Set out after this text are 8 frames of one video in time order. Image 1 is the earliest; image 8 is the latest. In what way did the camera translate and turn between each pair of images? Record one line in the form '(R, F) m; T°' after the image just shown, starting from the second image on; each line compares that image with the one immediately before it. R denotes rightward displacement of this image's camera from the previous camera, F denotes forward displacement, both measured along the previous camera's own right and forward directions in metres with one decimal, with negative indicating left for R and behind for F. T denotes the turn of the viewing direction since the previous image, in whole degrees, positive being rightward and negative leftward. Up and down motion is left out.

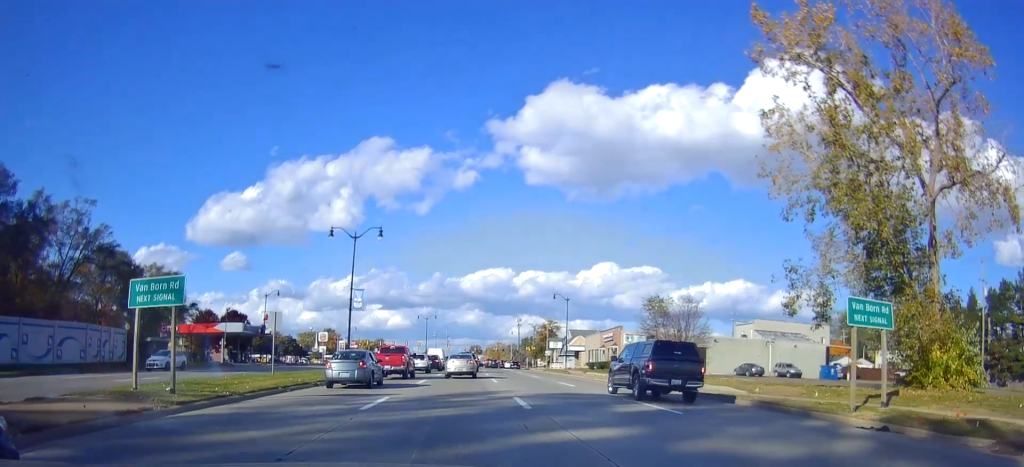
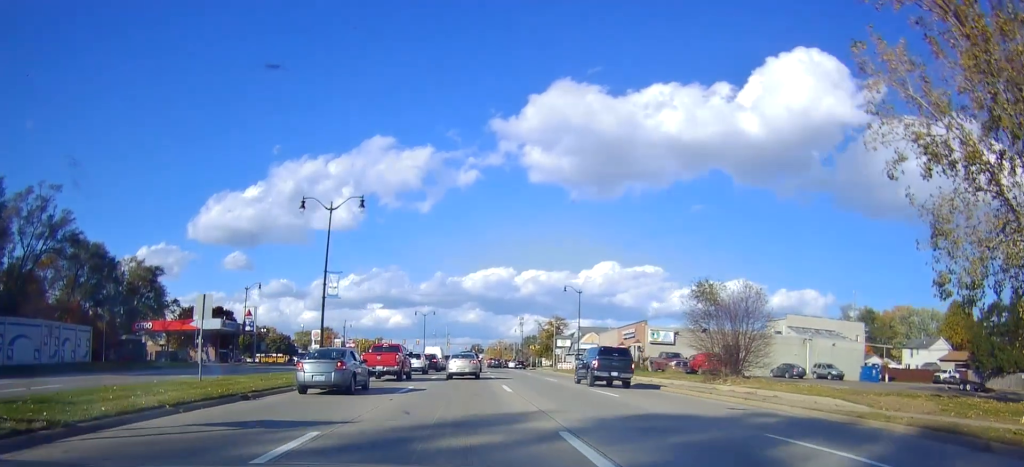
(-0.9, +8.4) m; -6°
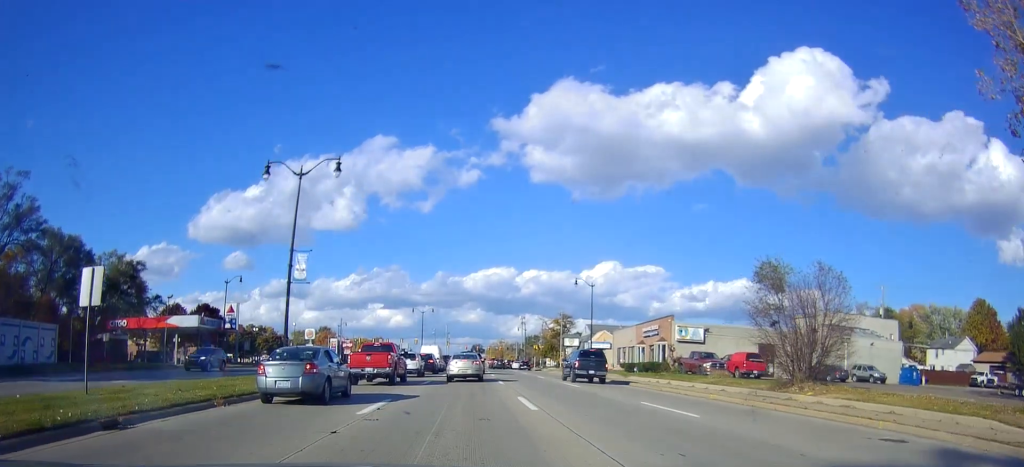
(0.0, +7.3) m; +4°
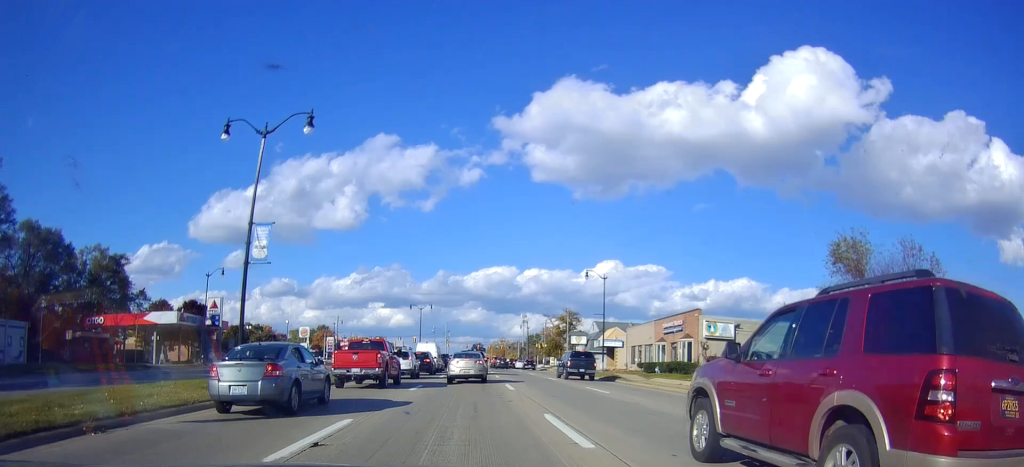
(+0.4, +5.9) m; +4°
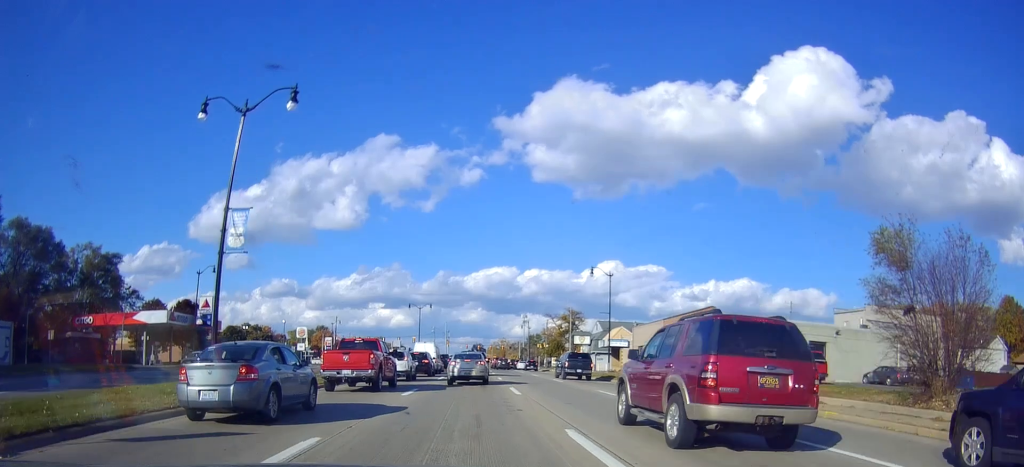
(+0.3, +2.7) m; 0°
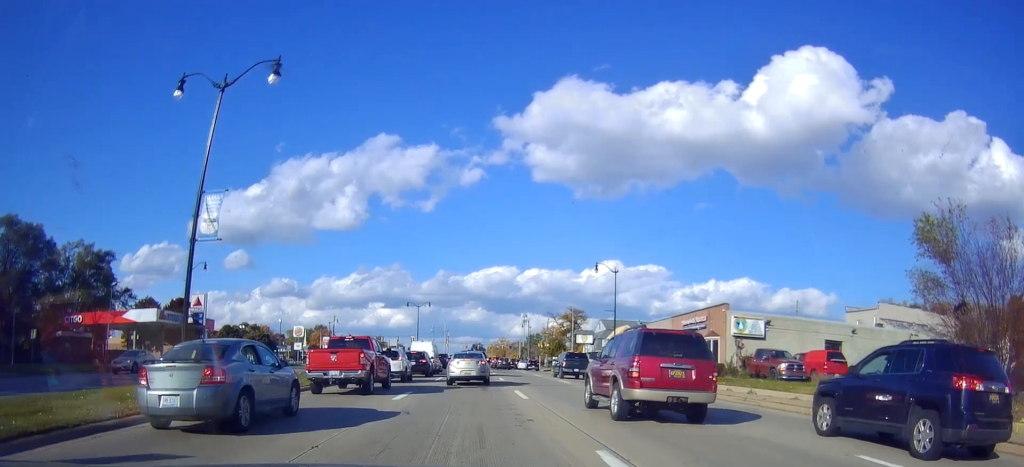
(-0.3, +2.3) m; -4°
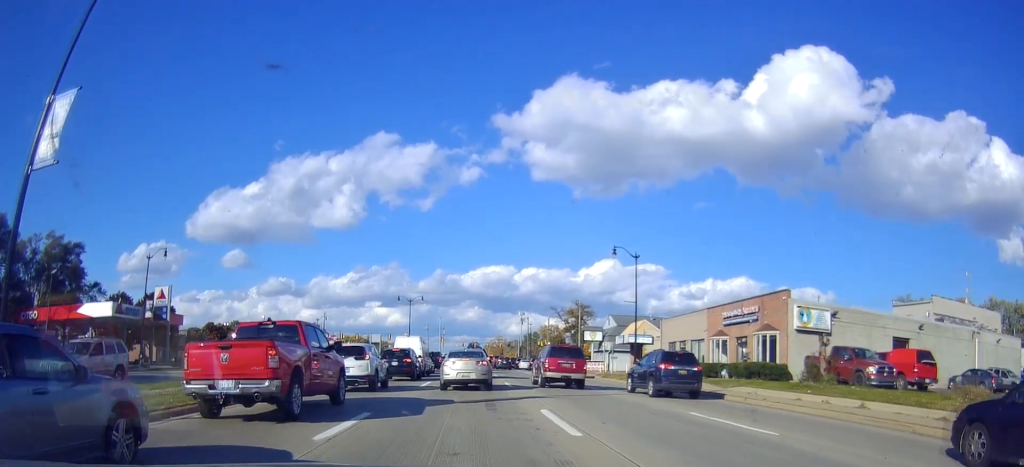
(-0.6, +8.5) m; -4°
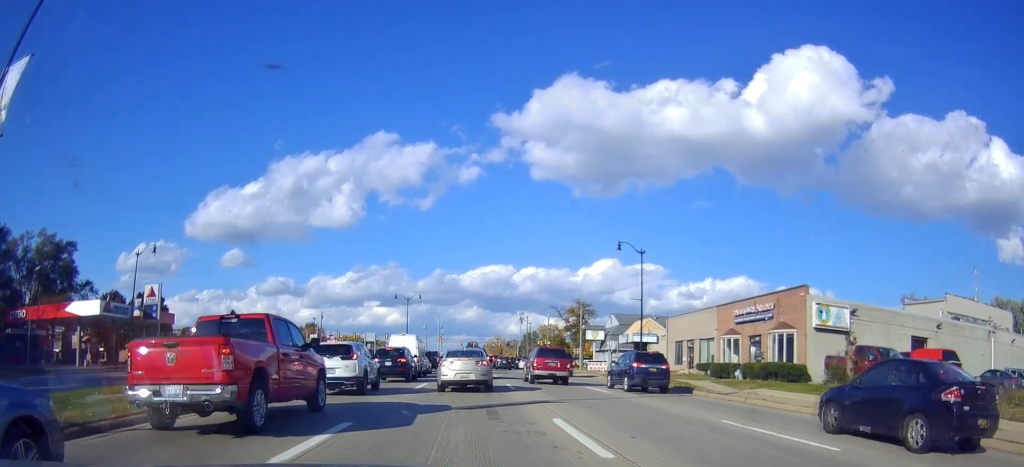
(0.0, +2.2) m; 0°
